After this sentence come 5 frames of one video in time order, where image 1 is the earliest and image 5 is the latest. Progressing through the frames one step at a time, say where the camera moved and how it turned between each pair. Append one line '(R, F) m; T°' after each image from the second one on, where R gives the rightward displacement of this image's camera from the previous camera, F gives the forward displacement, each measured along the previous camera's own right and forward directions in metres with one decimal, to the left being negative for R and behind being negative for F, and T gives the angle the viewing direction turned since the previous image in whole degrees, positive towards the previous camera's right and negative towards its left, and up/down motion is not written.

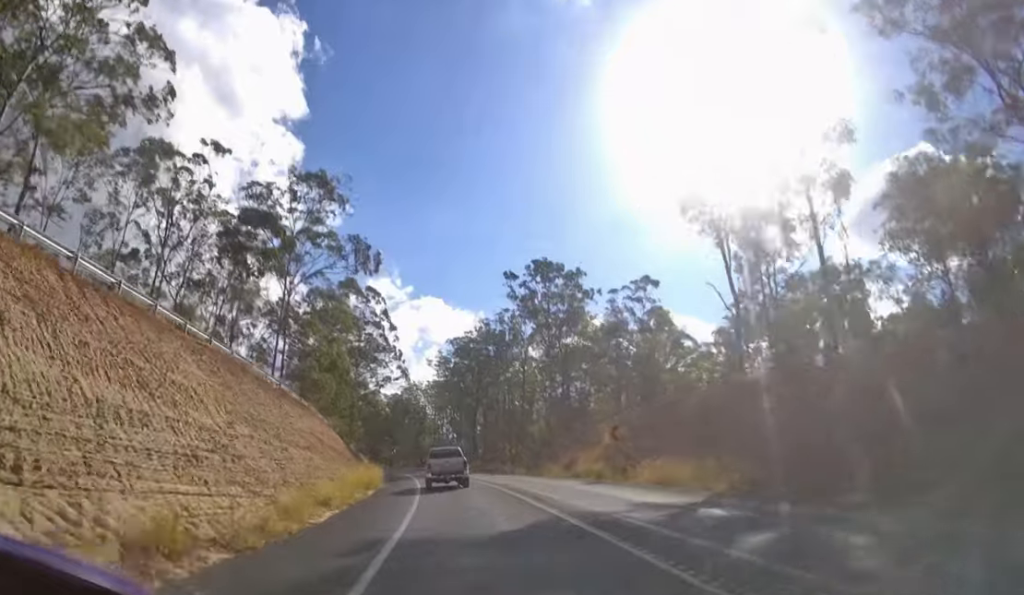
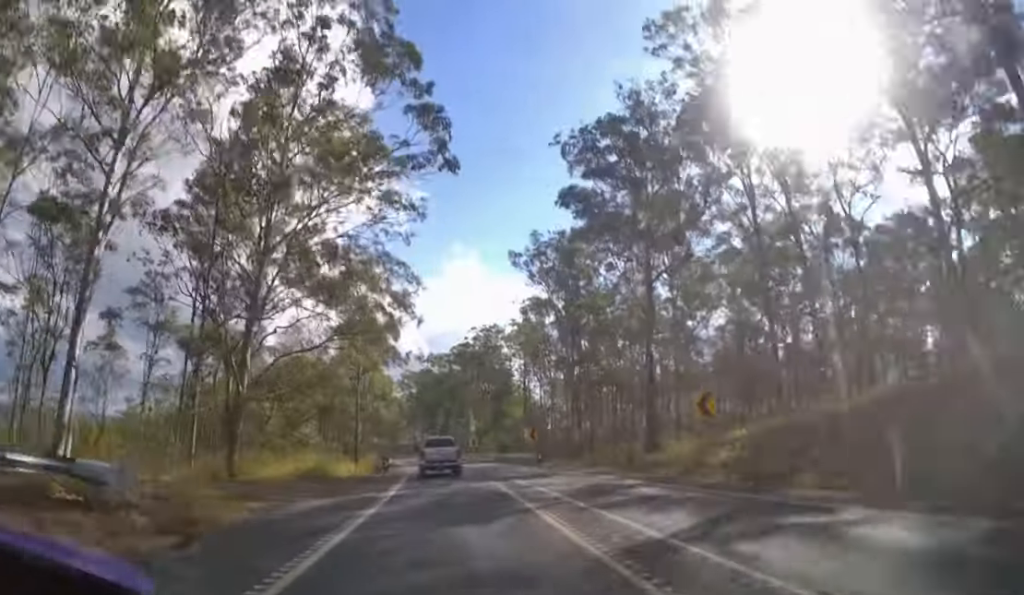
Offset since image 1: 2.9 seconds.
(-6.0, +65.1) m; -10°
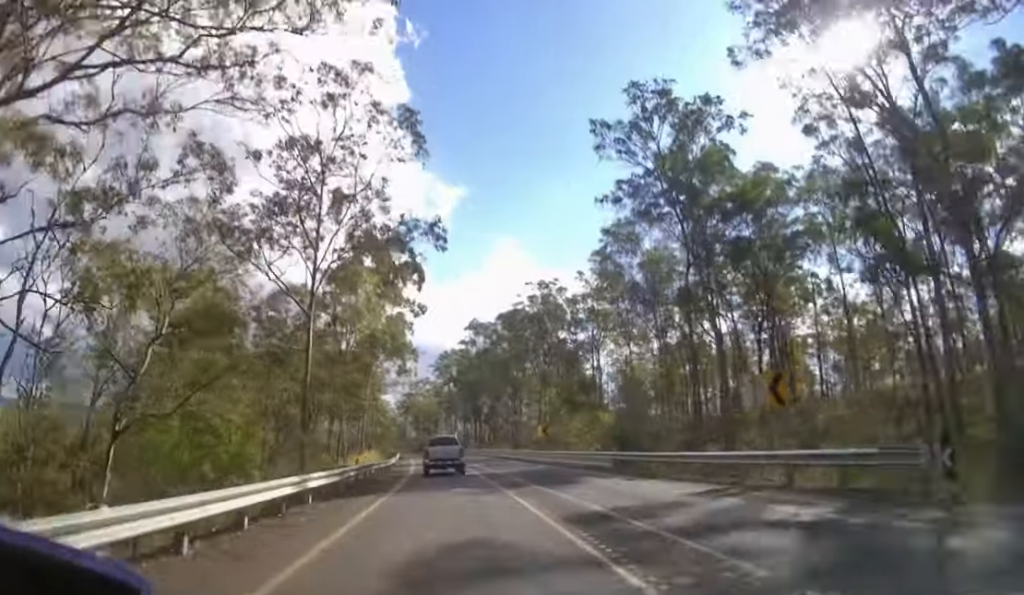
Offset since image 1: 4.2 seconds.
(-1.2, +32.3) m; -6°
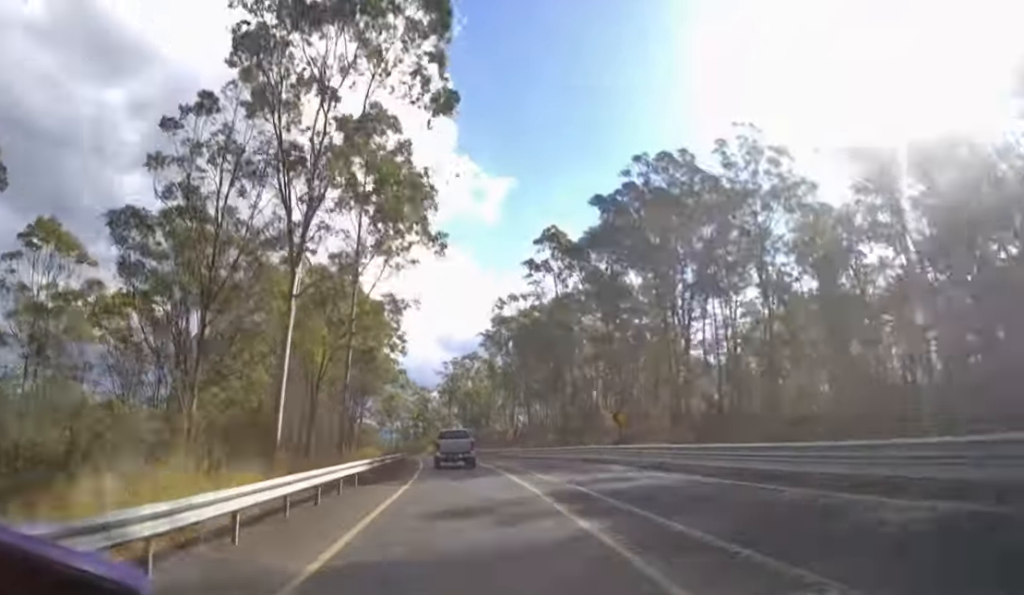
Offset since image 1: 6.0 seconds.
(-2.9, +38.1) m; -7°
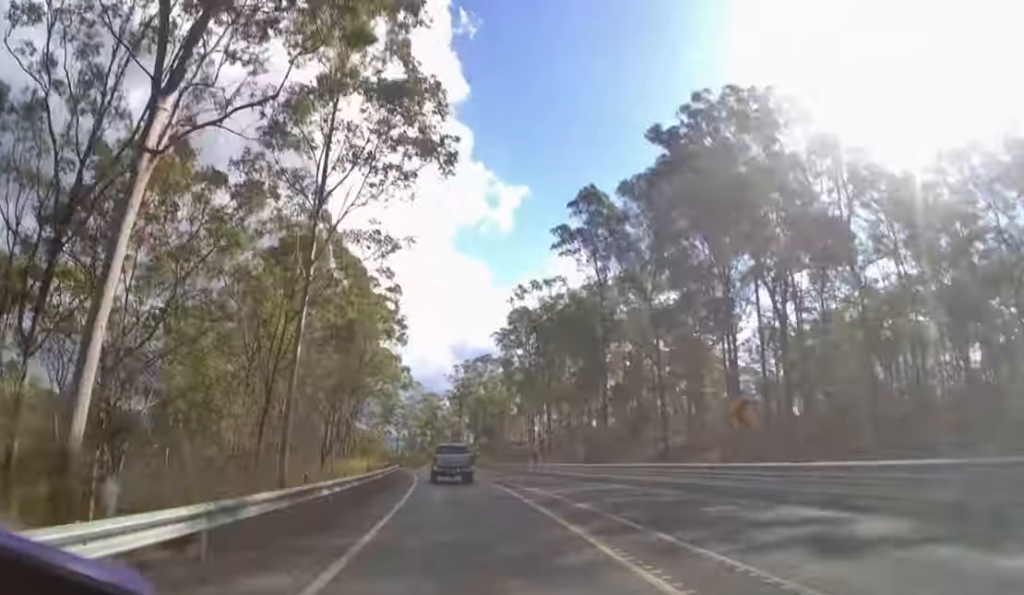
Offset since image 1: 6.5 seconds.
(-0.2, +11.2) m; -2°
